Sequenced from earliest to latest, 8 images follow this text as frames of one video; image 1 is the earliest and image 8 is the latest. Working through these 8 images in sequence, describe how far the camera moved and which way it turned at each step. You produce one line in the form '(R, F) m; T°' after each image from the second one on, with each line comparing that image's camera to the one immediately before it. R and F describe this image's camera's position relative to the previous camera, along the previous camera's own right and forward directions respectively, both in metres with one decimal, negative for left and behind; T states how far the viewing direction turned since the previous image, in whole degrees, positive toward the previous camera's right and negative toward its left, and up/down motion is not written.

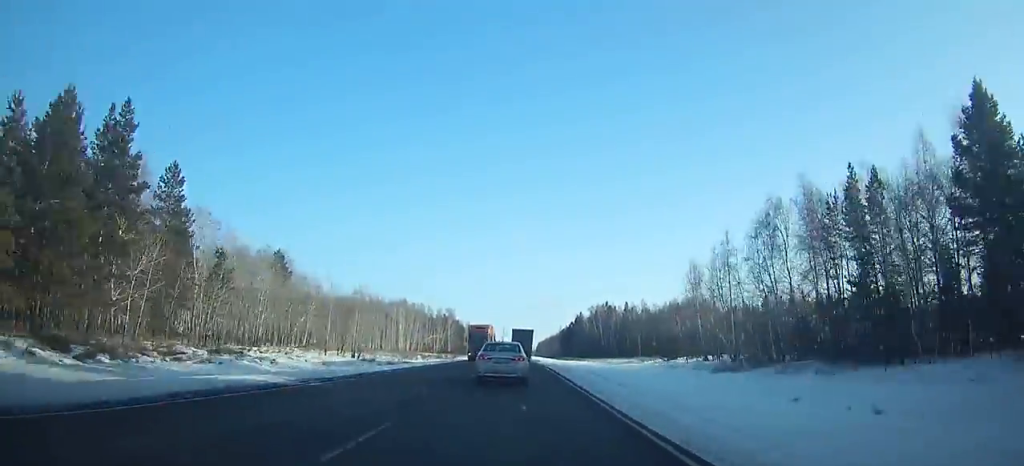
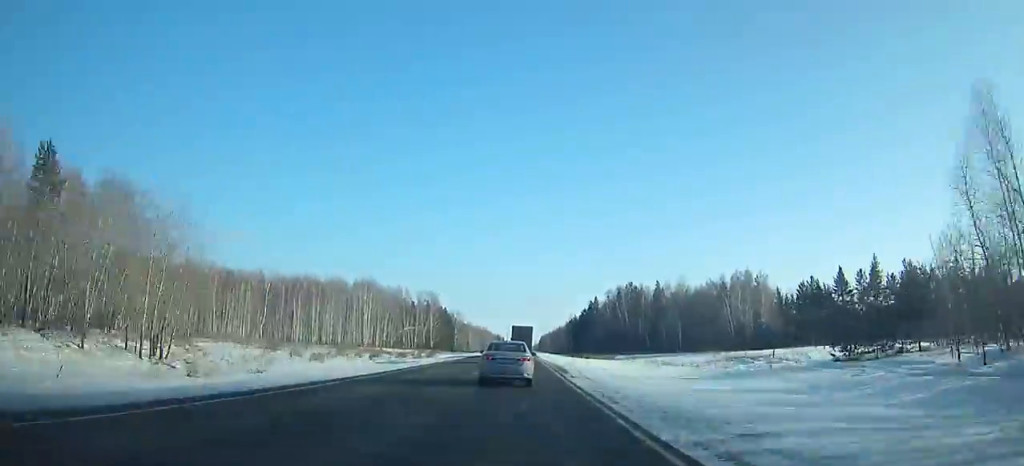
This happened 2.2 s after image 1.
(-0.1, +46.9) m; 0°
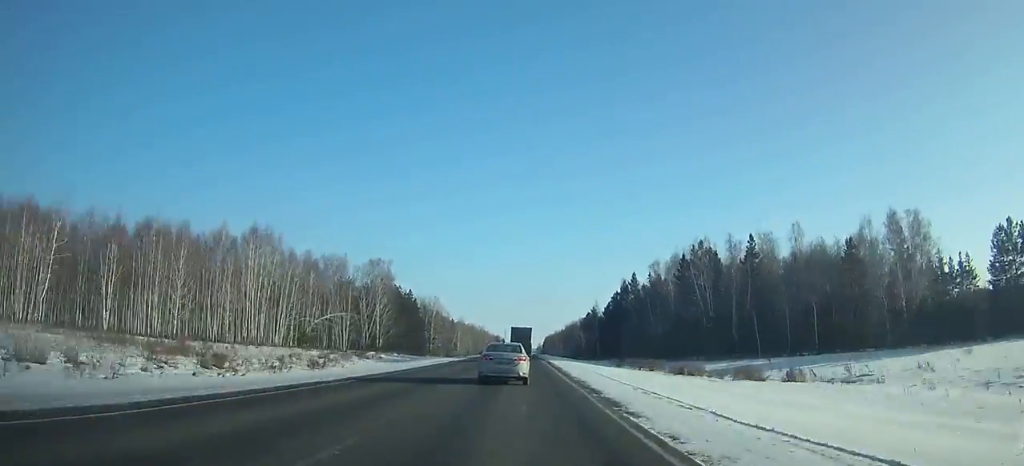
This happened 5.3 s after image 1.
(+0.1, +66.7) m; 0°
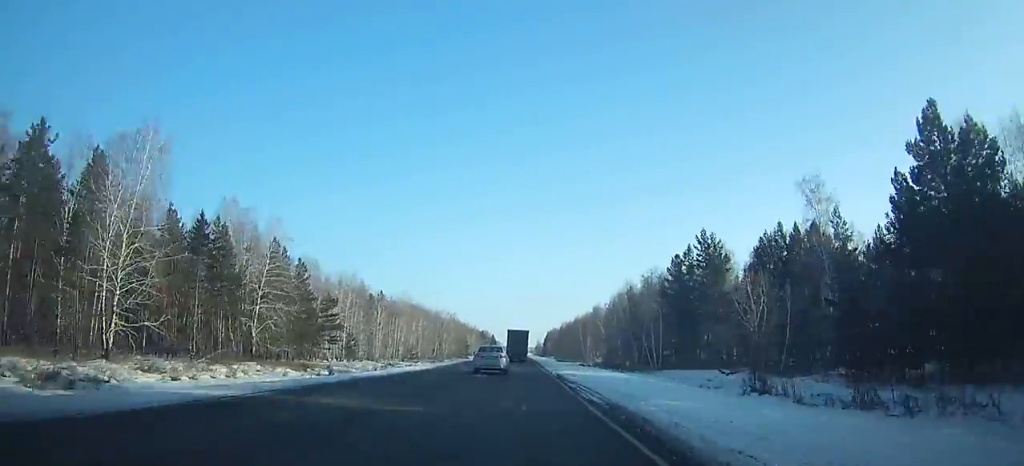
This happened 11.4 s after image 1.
(+0.2, +138.7) m; 0°
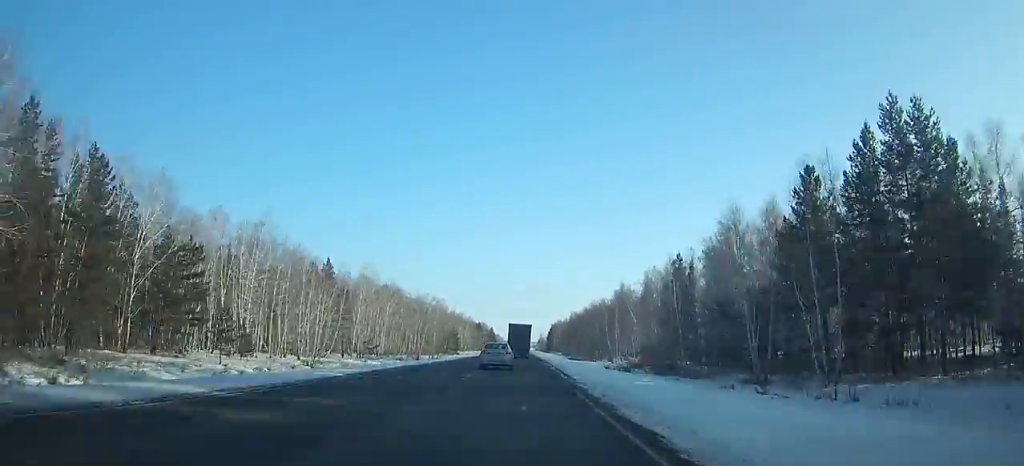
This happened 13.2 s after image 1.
(0.0, +43.2) m; 0°
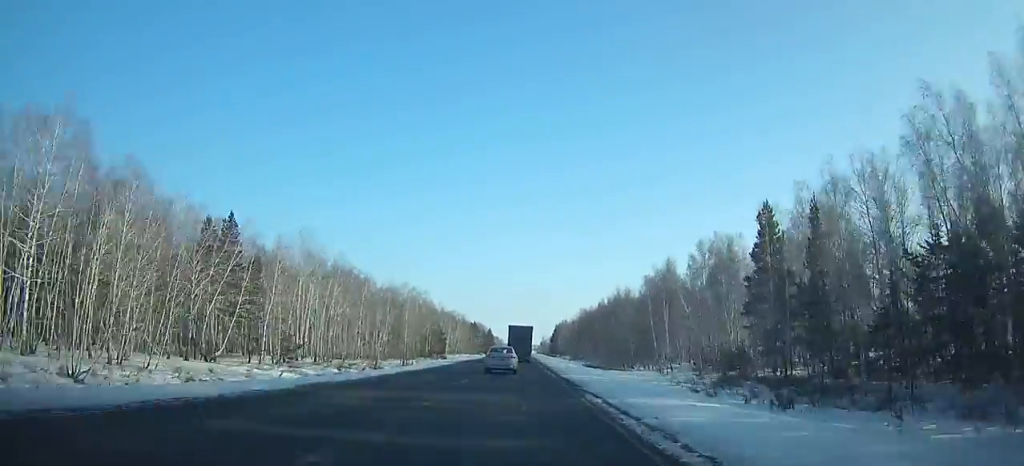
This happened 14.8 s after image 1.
(0.0, +38.5) m; 0°
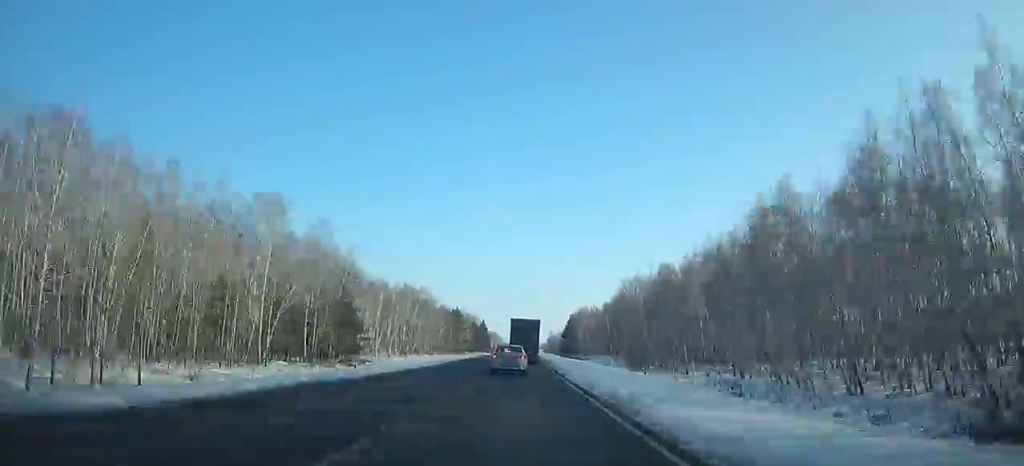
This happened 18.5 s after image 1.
(-0.2, +89.3) m; 0°
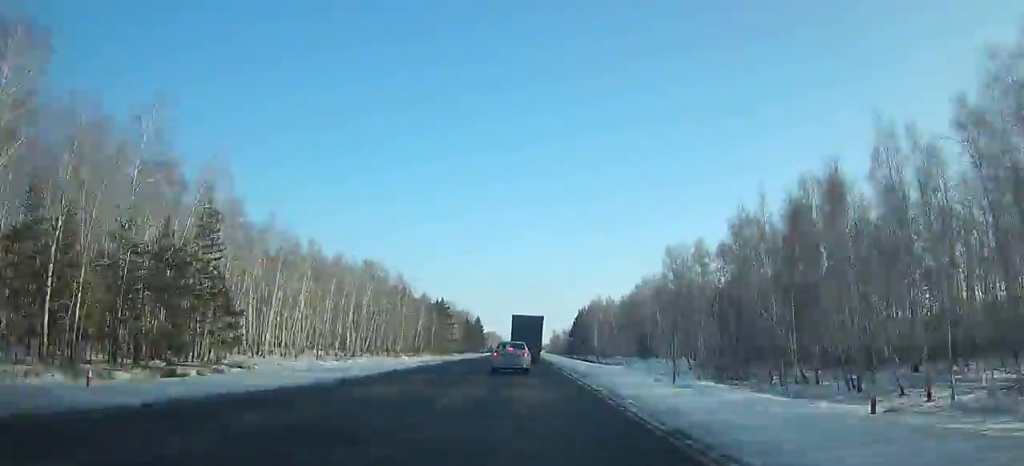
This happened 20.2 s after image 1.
(-0.1, +40.7) m; 0°
